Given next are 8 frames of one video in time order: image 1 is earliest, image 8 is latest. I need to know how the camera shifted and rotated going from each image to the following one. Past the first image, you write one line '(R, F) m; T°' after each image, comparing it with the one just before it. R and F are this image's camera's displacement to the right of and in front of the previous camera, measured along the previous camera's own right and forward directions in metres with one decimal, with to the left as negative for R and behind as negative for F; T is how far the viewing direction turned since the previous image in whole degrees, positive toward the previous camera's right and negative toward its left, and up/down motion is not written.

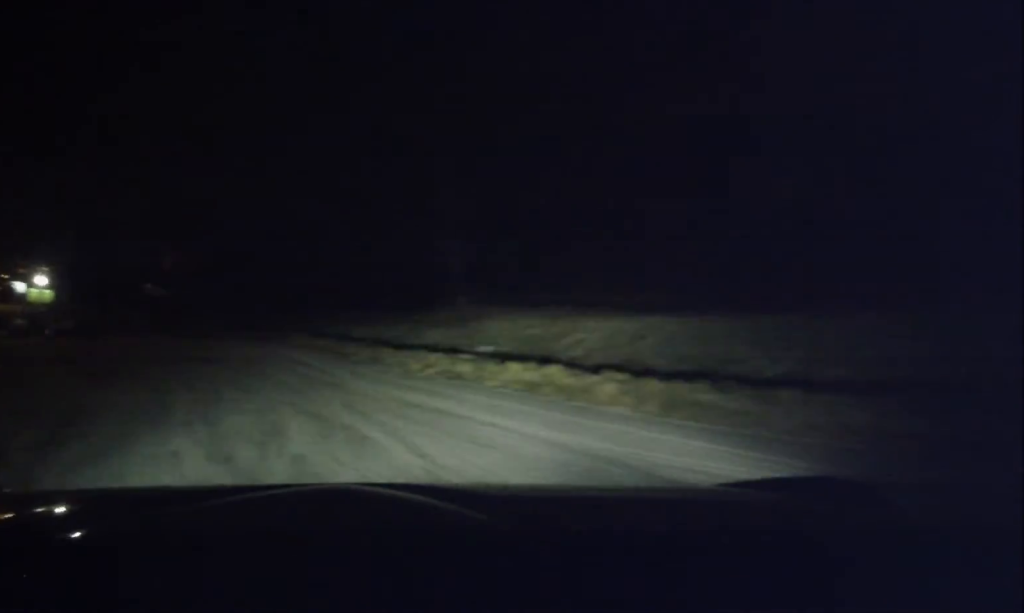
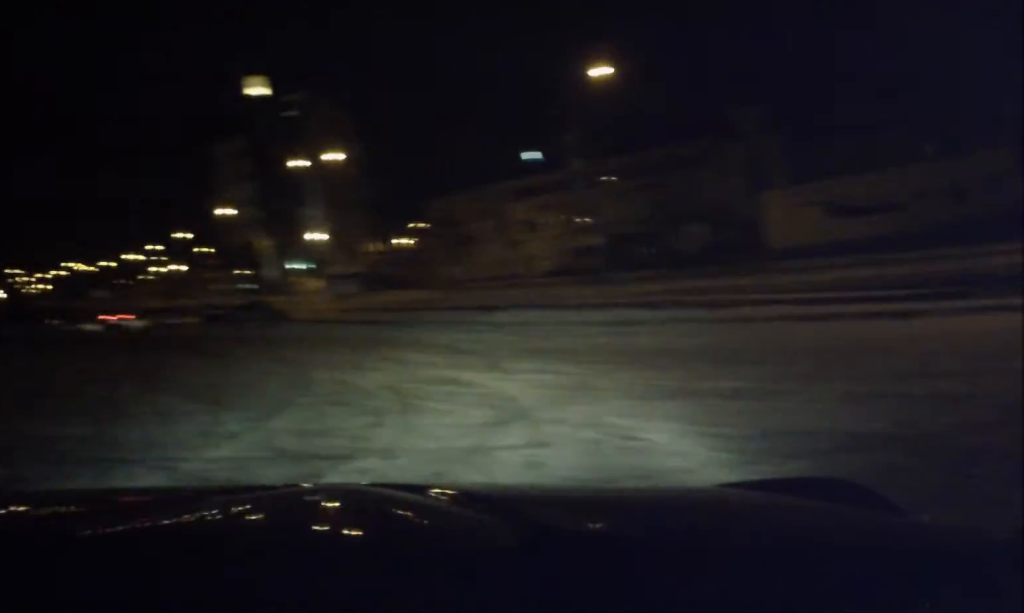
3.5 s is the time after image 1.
(-3.0, +21.1) m; -32°
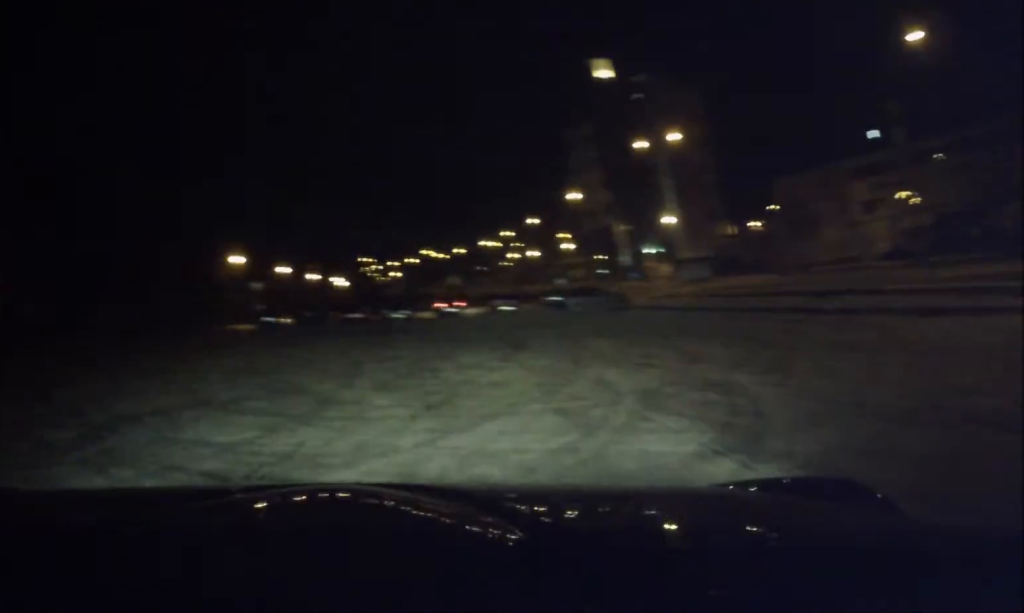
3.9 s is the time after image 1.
(-0.3, +2.7) m; -11°
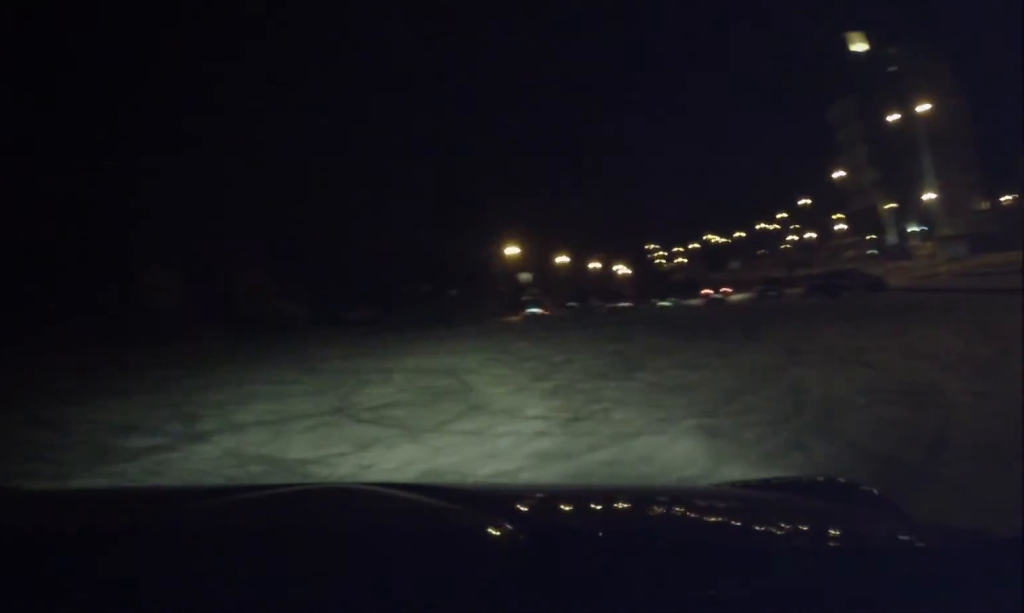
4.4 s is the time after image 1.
(-0.3, +2.3) m; -15°
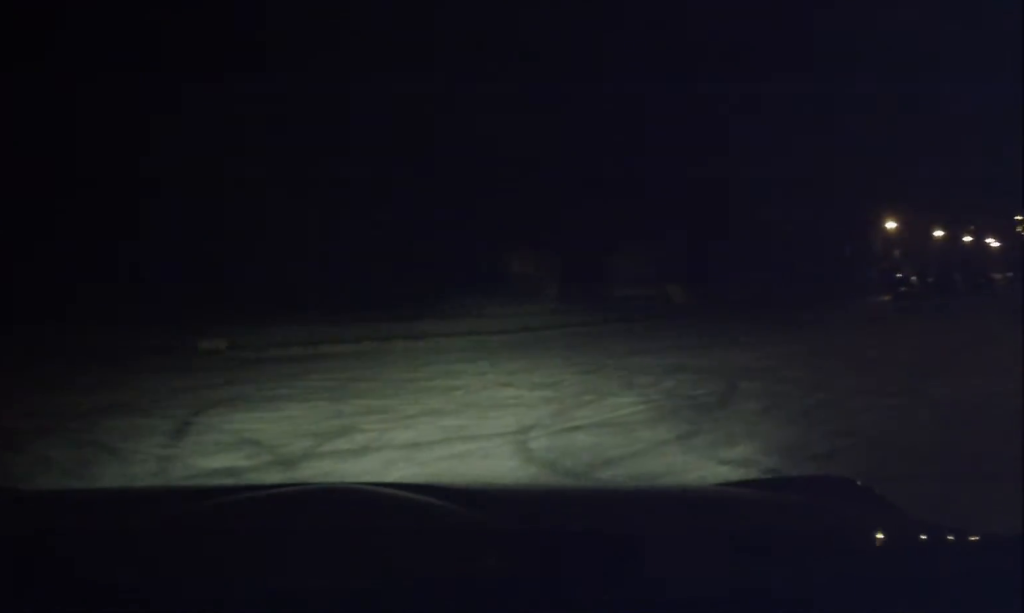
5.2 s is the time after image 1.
(-0.4, +3.4) m; -30°
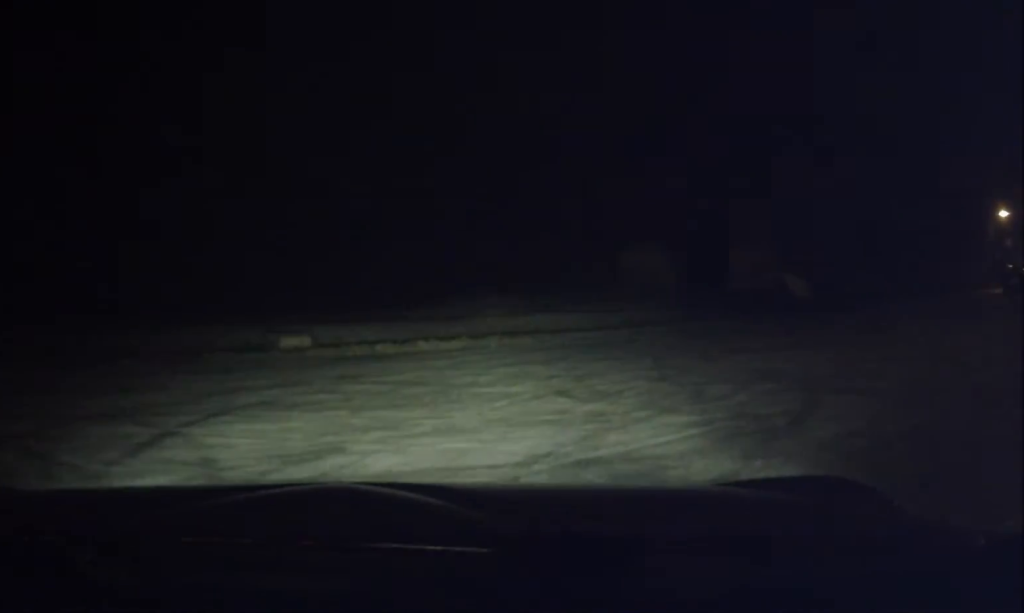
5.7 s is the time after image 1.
(-0.8, +2.1) m; -23°
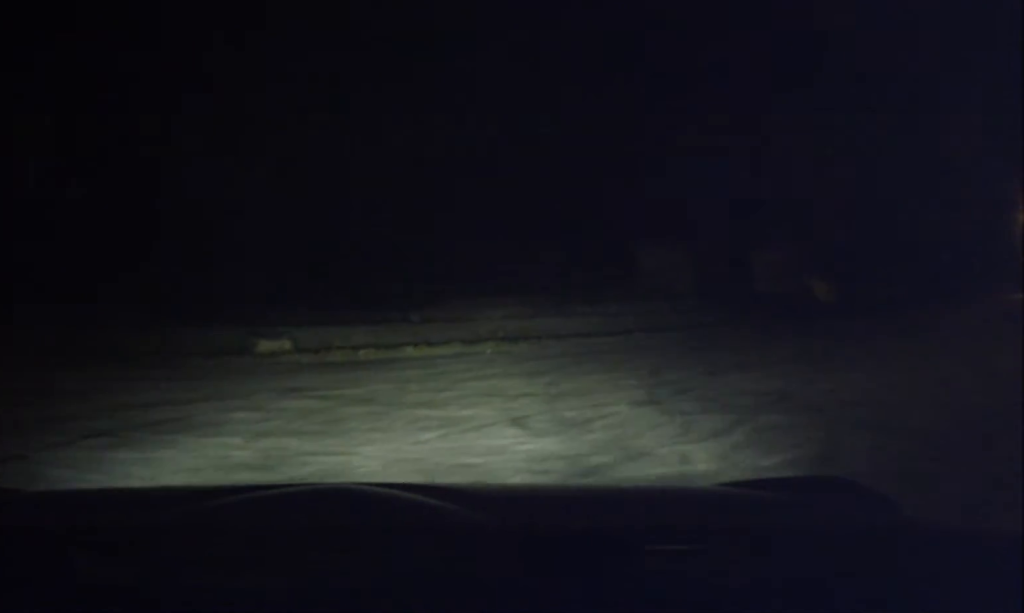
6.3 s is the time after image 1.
(-0.5, +2.0) m; -23°
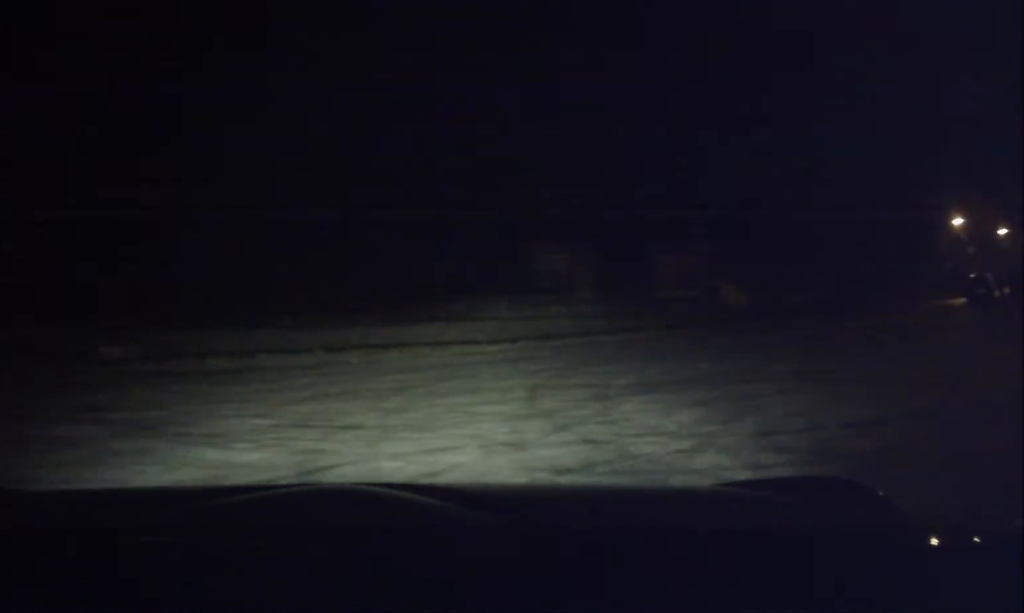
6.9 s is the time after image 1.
(-0.1, +2.1) m; -23°
